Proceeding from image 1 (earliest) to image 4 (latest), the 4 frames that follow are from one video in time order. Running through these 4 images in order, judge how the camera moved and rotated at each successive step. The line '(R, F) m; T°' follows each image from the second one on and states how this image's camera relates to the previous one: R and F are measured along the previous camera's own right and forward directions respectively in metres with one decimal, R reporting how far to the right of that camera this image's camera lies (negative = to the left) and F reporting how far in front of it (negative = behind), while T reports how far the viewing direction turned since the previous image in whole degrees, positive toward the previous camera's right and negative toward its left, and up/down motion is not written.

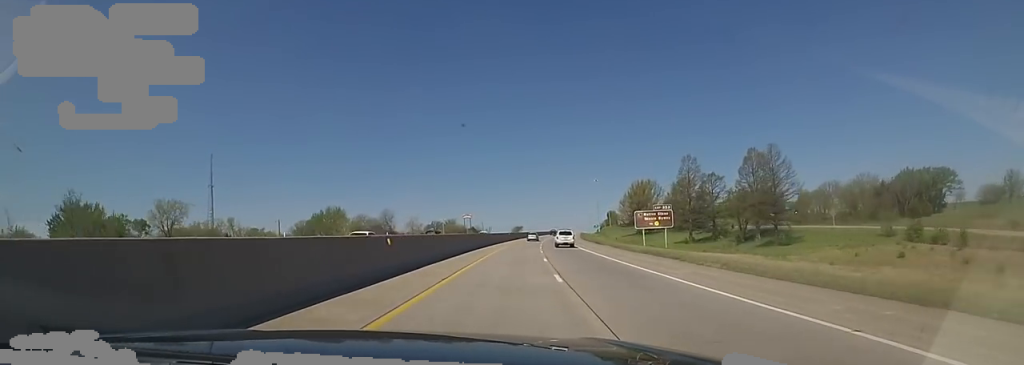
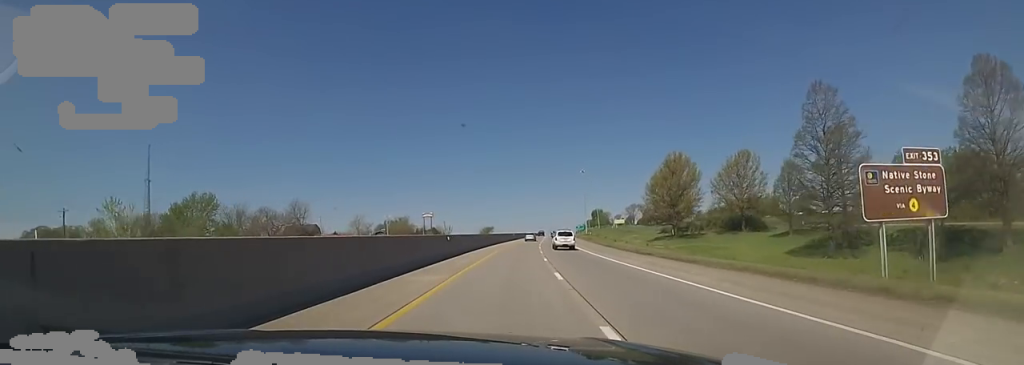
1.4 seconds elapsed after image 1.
(+1.9, +49.3) m; +3°
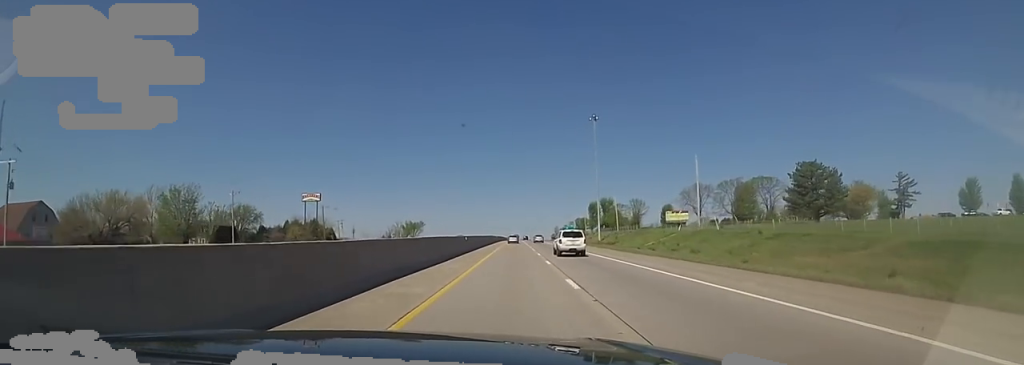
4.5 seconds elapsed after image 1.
(+3.9, +111.2) m; +5°
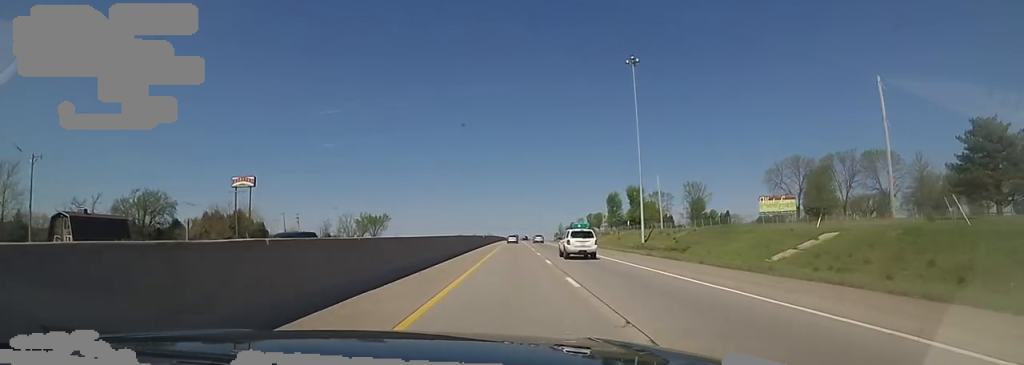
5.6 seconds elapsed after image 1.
(0.0, +39.0) m; 0°
